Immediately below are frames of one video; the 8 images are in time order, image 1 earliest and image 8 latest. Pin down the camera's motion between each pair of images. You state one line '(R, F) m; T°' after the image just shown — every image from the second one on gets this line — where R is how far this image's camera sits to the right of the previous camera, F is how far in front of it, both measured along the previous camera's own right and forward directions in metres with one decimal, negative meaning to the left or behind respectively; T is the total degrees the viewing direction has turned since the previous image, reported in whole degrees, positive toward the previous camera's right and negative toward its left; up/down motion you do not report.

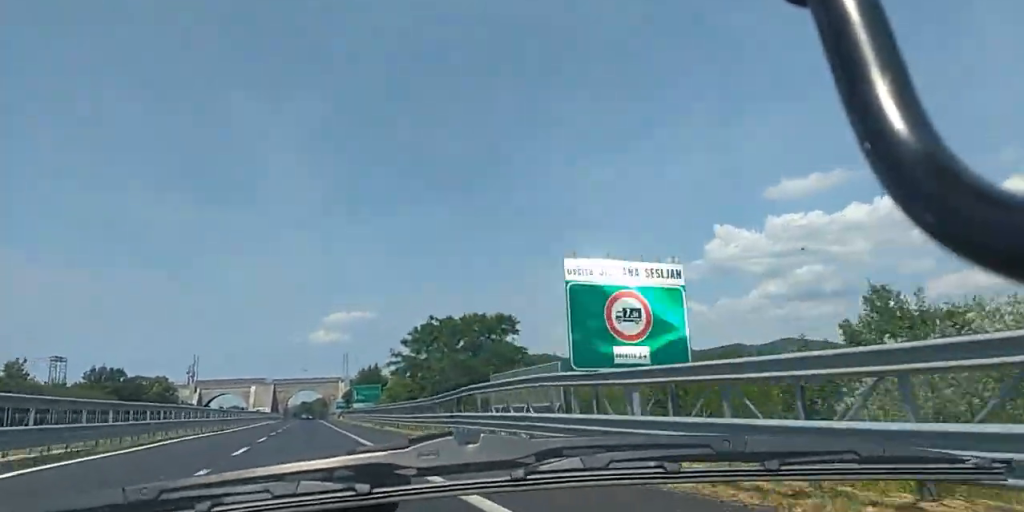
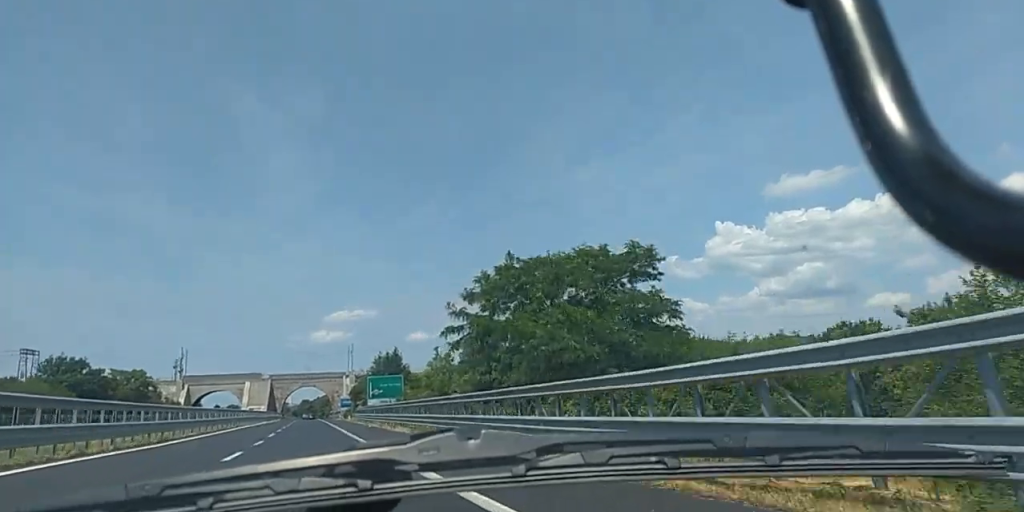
(+0.3, +26.5) m; 0°
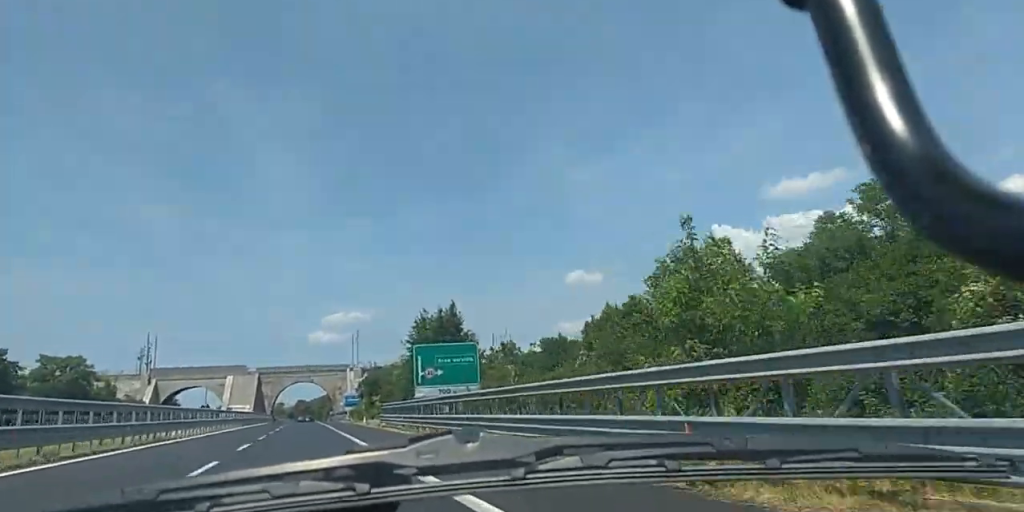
(-0.5, +40.2) m; -2°
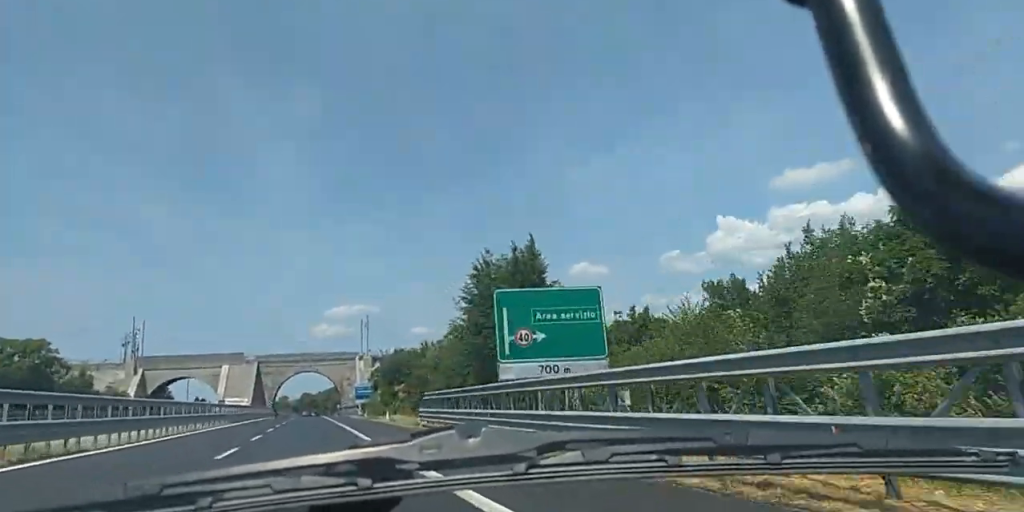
(-0.4, +18.4) m; 0°
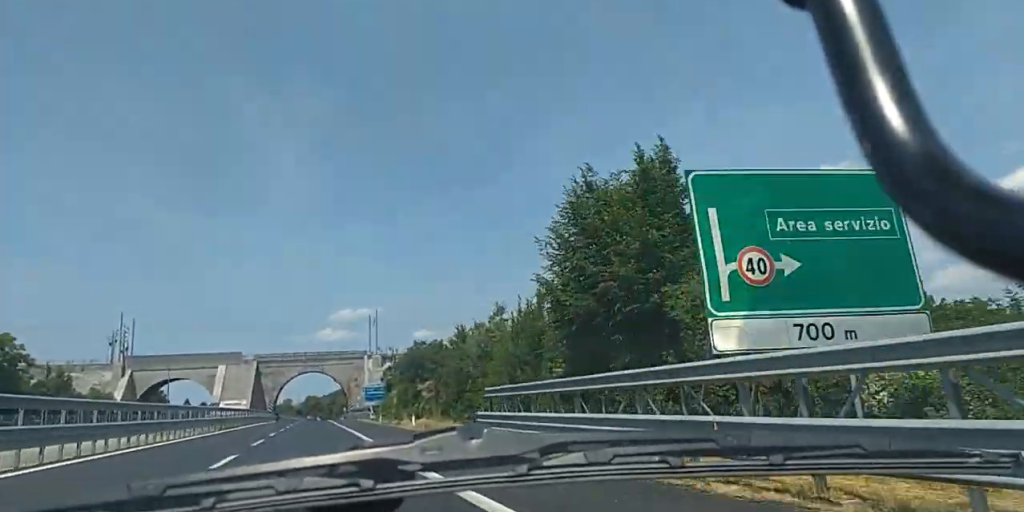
(-0.2, +13.8) m; 0°
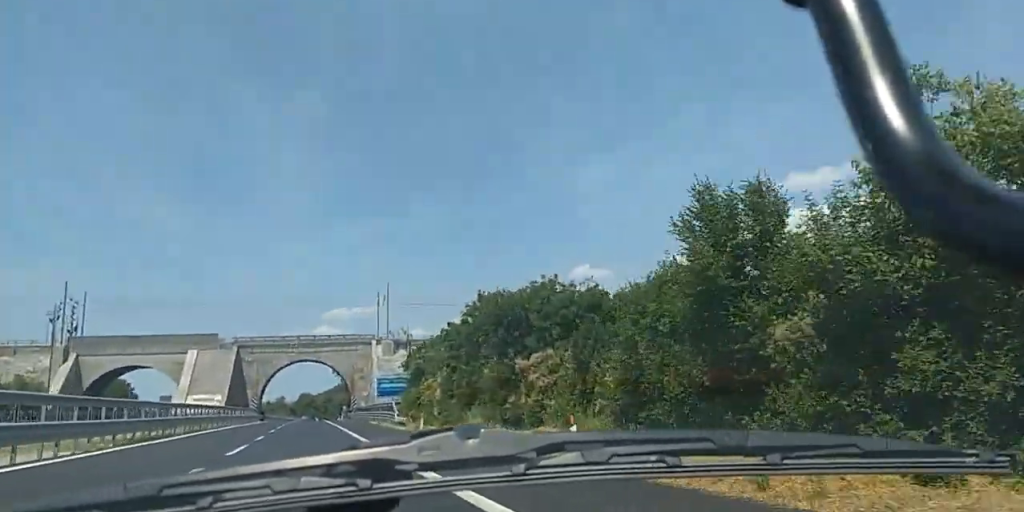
(+0.6, +30.7) m; +1°
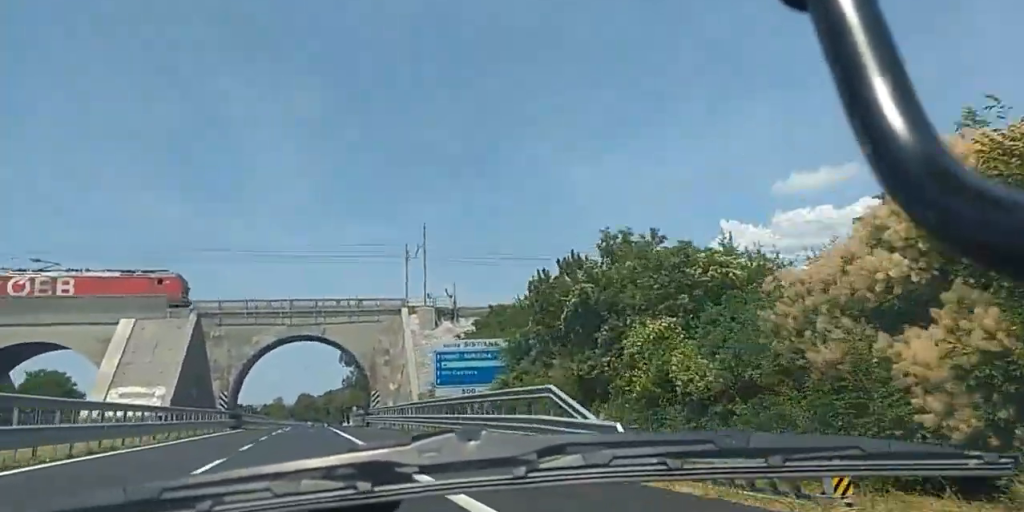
(+0.5, +40.3) m; +1°
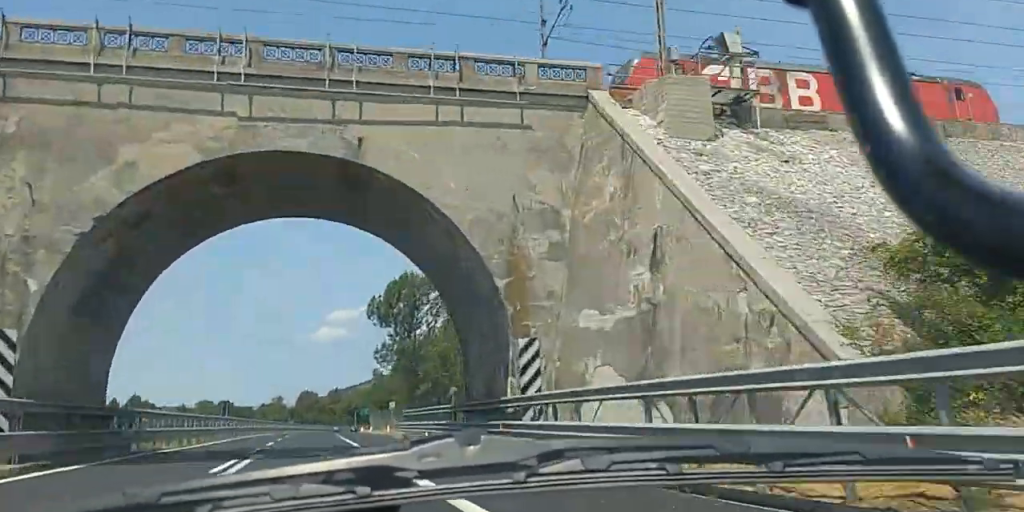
(+0.4, +56.0) m; -1°
